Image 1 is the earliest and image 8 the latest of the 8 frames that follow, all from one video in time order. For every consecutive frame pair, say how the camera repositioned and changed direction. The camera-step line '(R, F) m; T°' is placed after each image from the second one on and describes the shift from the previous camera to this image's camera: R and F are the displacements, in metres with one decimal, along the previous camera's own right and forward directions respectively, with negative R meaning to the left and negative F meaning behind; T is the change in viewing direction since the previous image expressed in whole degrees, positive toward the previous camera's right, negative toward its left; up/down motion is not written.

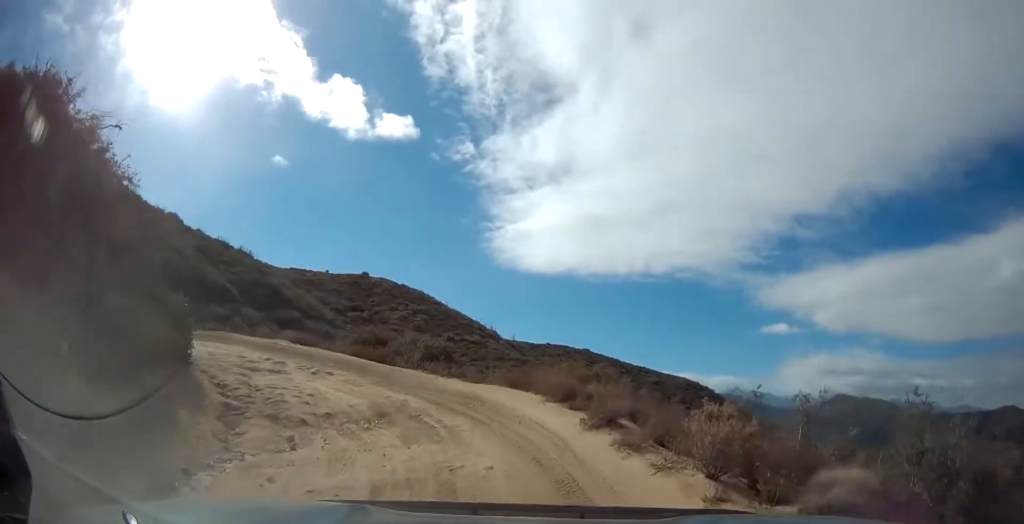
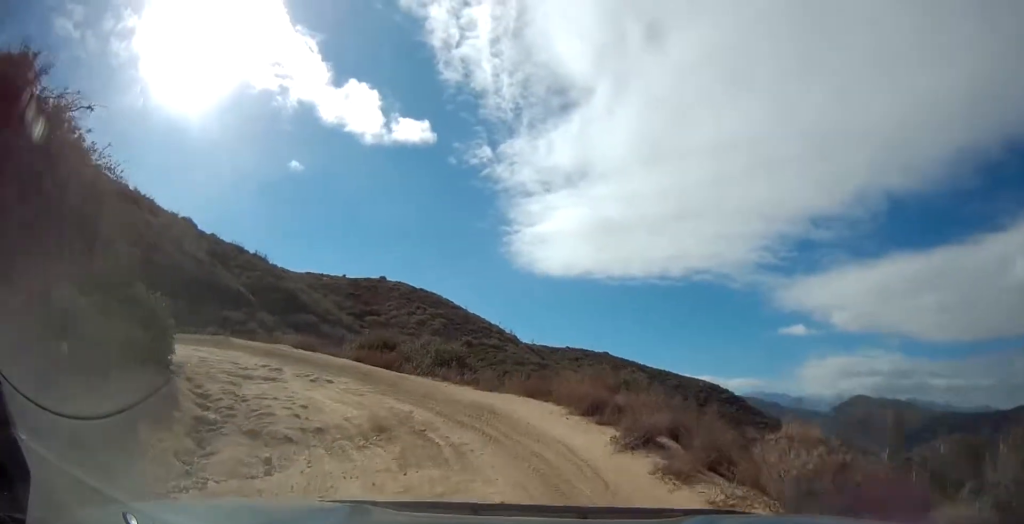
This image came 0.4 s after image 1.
(0.0, +1.5) m; +1°
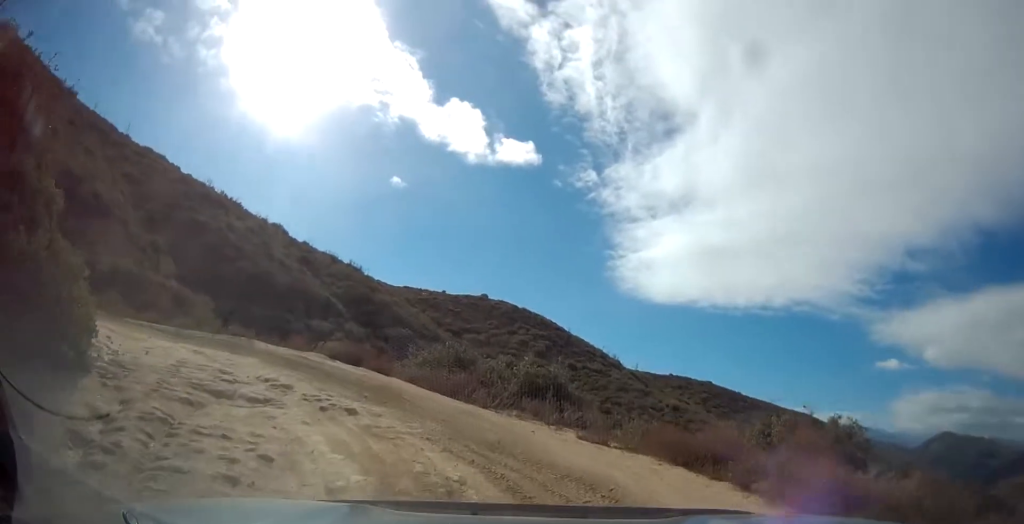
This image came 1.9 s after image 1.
(-0.3, +6.0) m; -14°
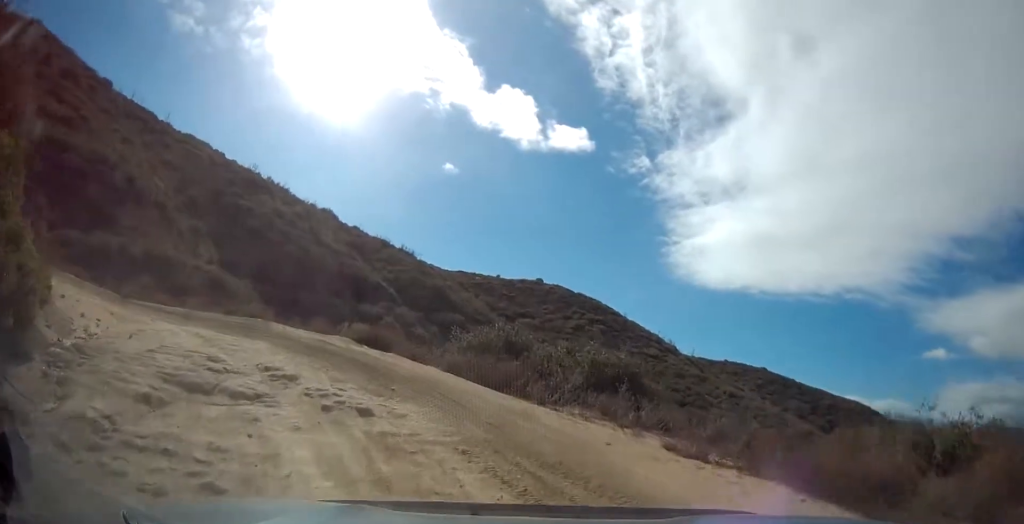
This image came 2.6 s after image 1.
(-0.1, +2.6) m; -11°
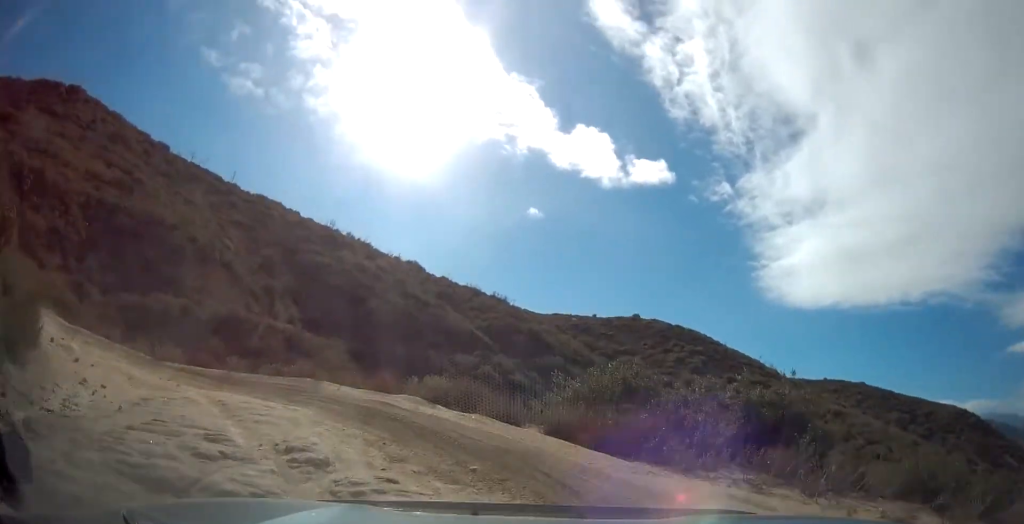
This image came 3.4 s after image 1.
(-0.5, +3.3) m; -5°
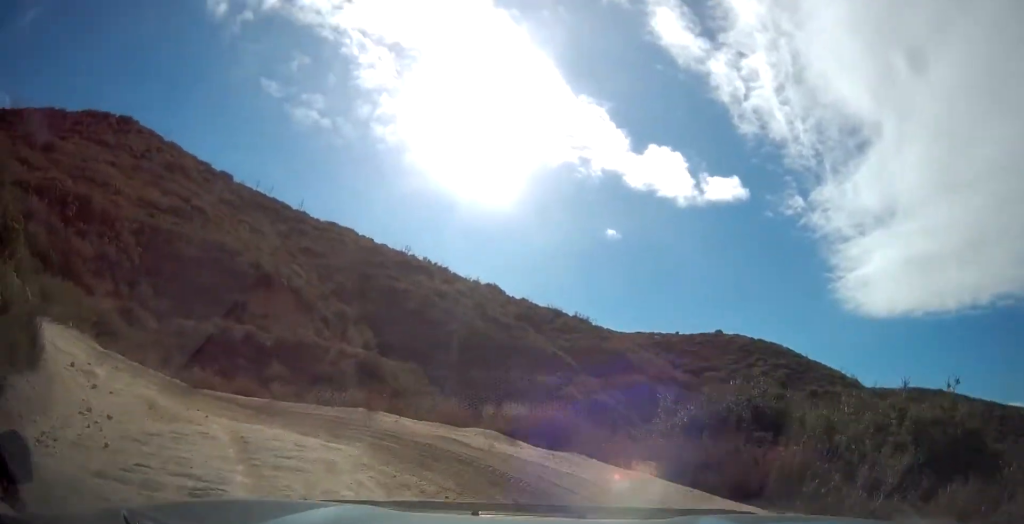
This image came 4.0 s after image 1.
(+0.1, +2.3) m; -7°
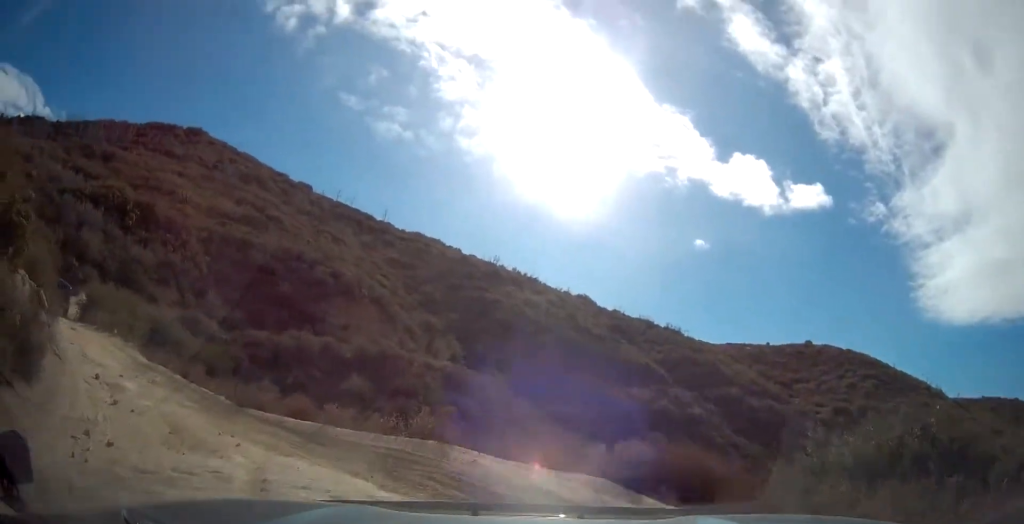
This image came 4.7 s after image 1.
(+0.2, +2.4) m; -10°
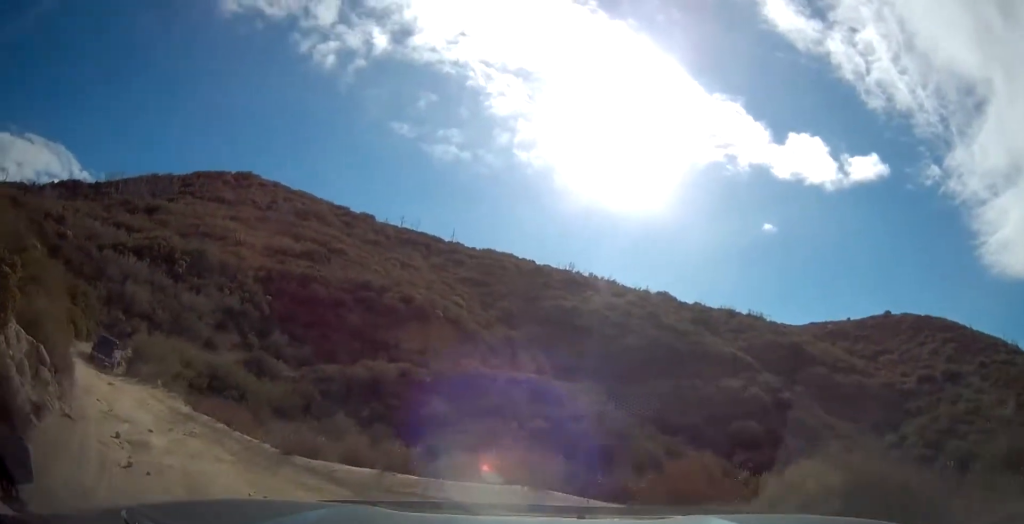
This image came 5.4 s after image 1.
(-0.7, +2.4) m; -15°
